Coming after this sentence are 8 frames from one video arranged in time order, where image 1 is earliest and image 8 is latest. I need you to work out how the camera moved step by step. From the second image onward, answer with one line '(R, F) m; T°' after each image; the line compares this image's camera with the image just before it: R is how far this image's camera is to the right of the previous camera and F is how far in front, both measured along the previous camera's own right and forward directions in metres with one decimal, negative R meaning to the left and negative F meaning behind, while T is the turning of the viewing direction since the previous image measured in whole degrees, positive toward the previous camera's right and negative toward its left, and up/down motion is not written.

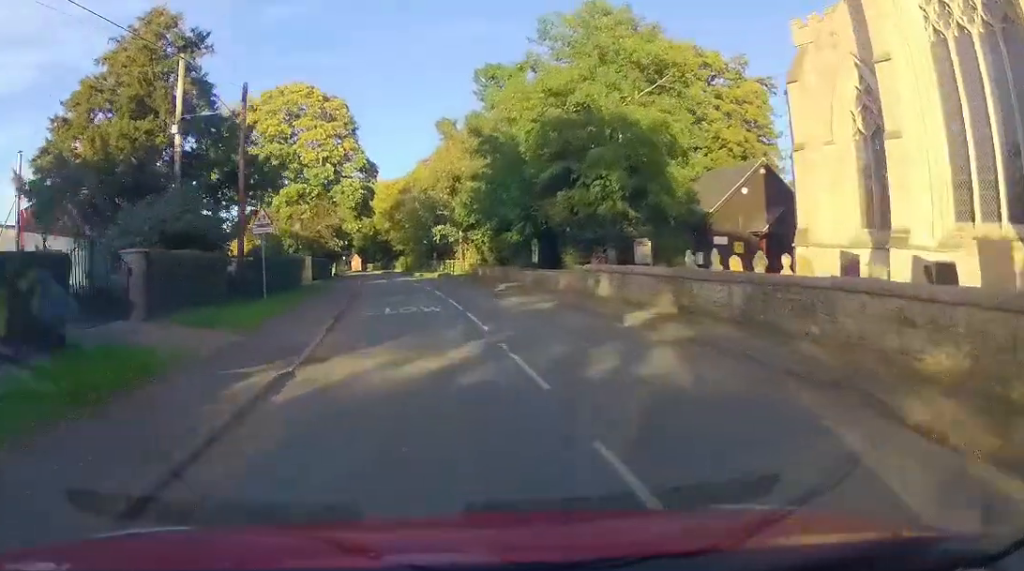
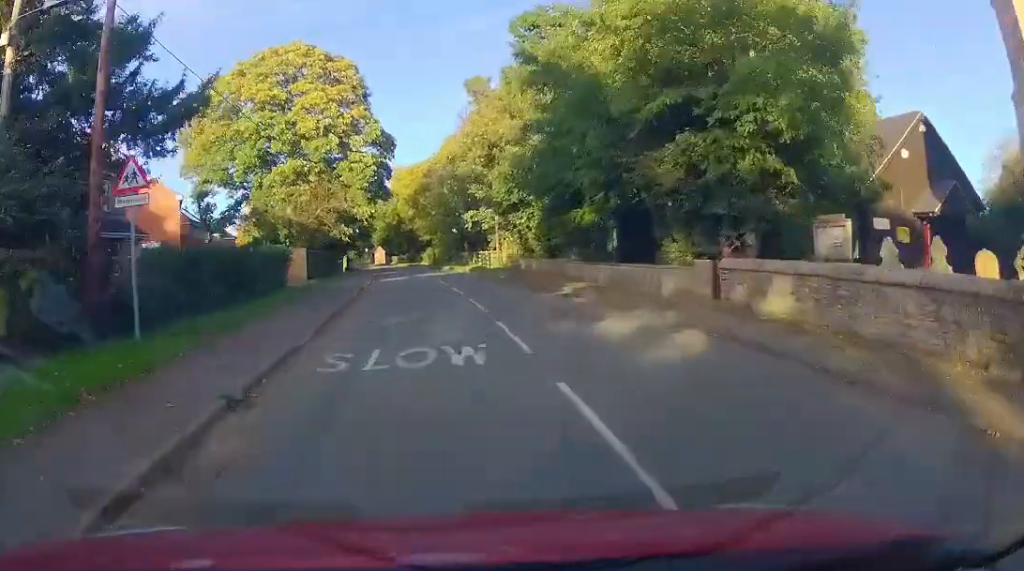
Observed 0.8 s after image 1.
(-0.4, +10.4) m; -2°
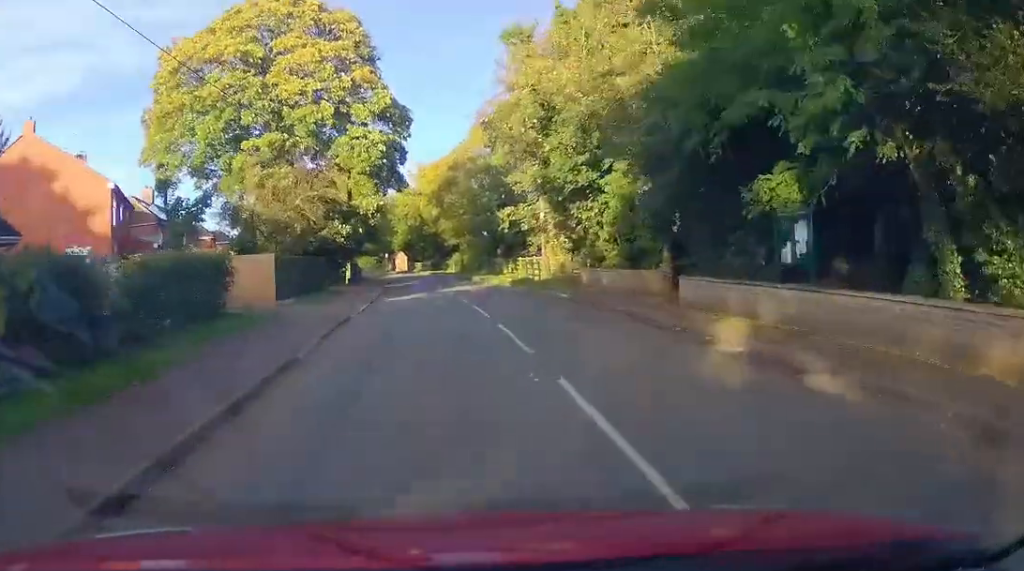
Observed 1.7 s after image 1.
(+0.2, +11.4) m; -2°
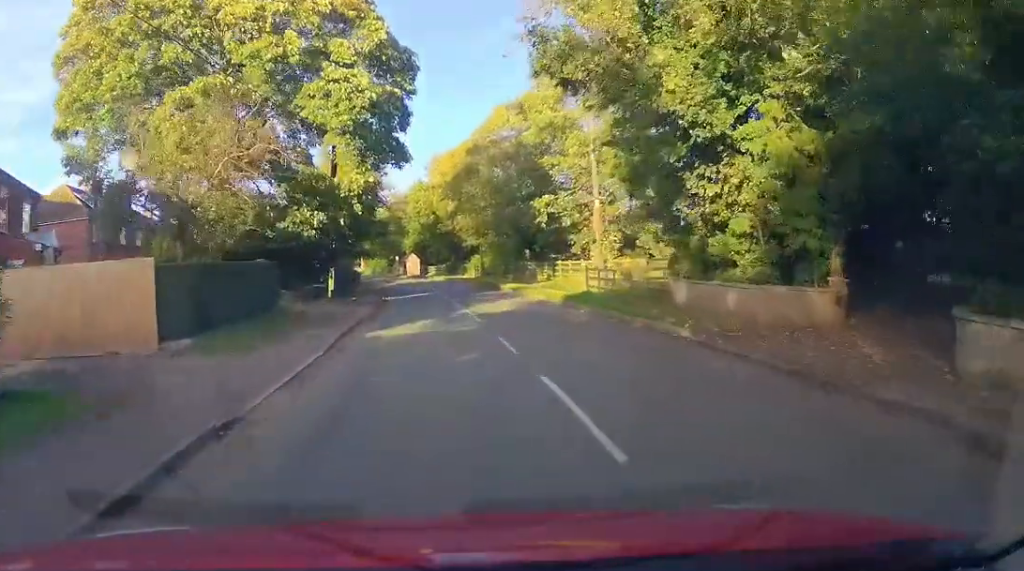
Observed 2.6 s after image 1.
(-0.4, +10.9) m; -4°
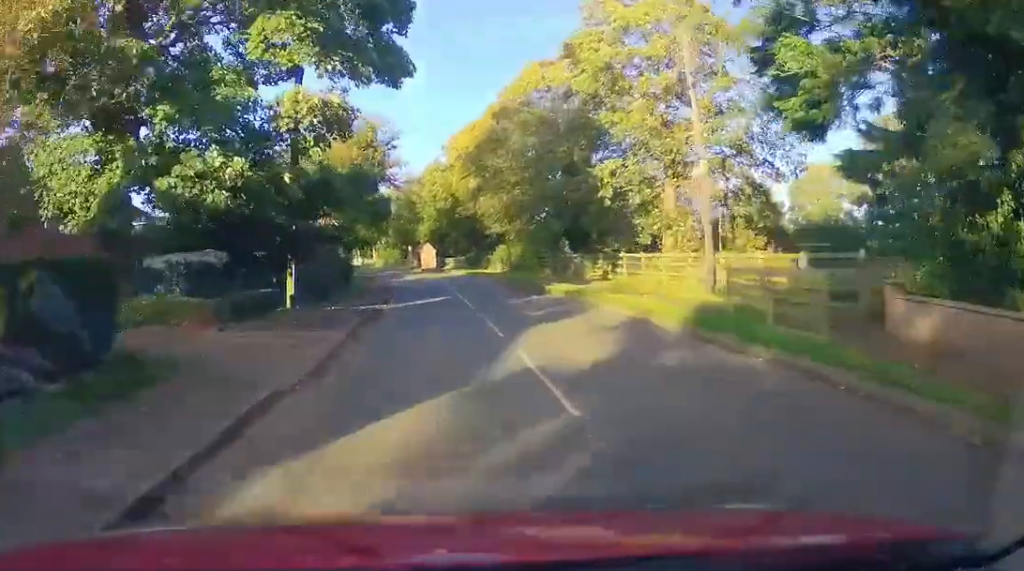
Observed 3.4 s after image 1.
(-0.3, +10.4) m; -2°
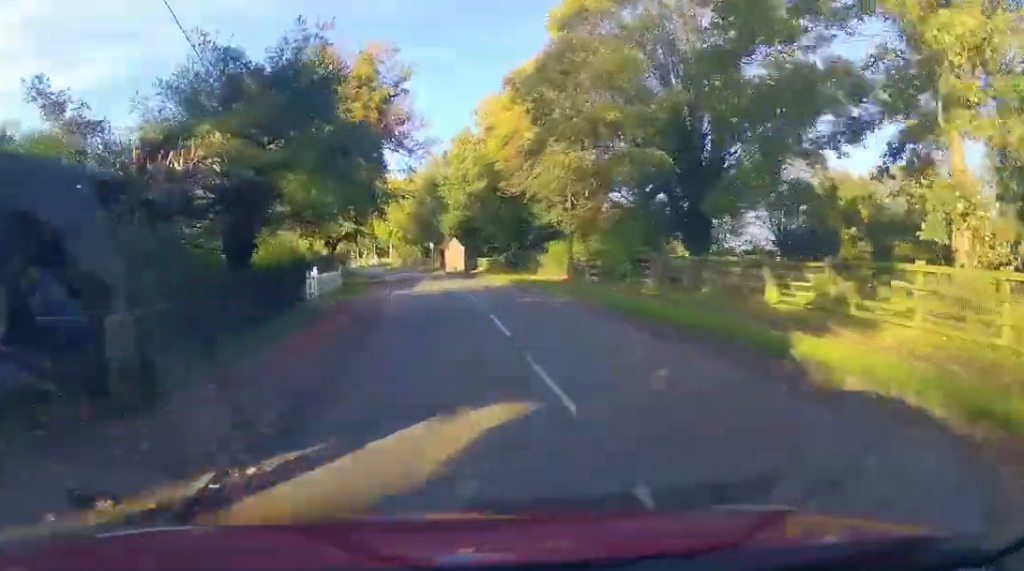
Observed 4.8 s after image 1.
(-0.2, +17.6) m; 0°
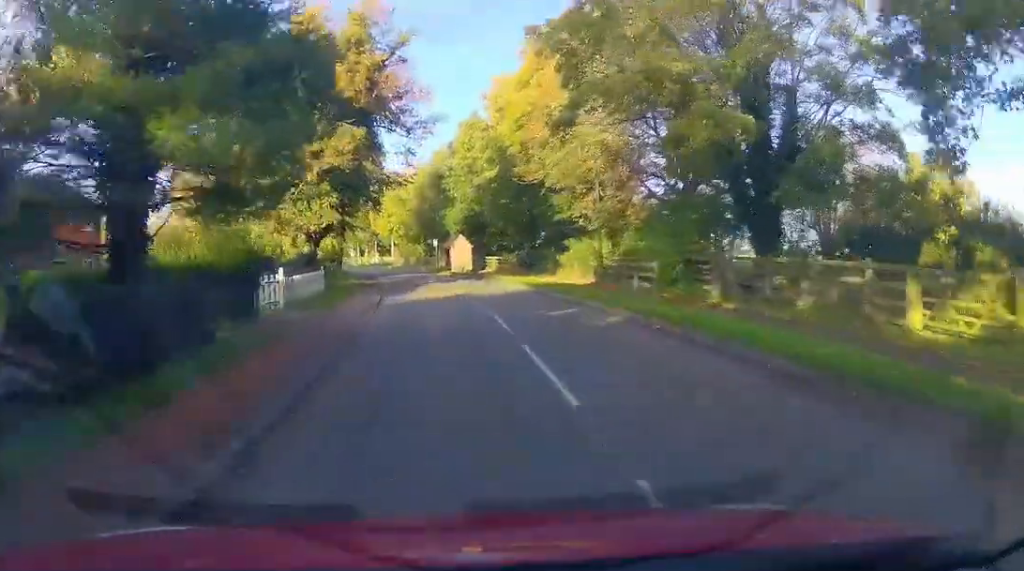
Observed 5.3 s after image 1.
(+0.1, +5.9) m; +1°
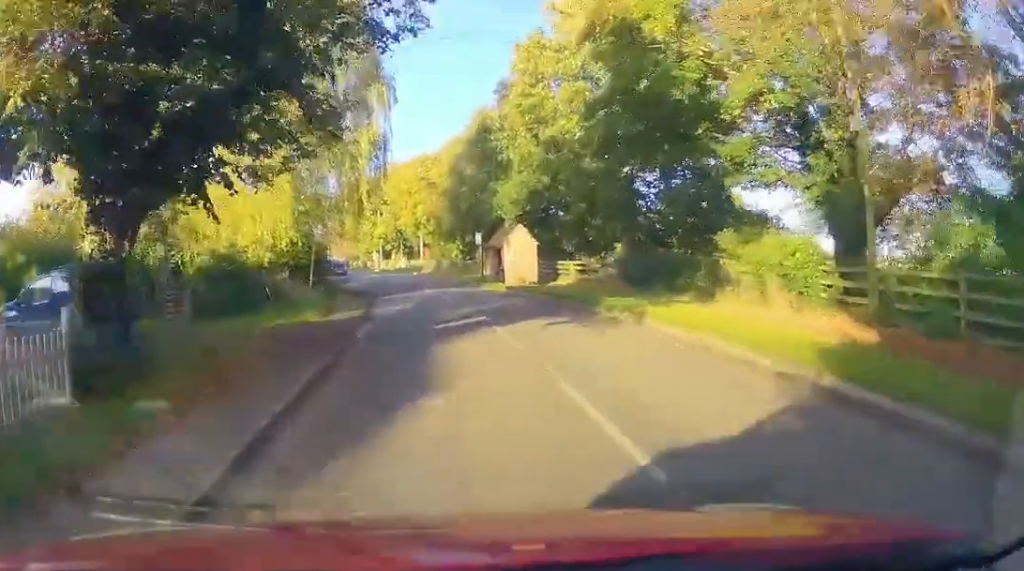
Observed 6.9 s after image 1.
(0.0, +19.9) m; -2°
